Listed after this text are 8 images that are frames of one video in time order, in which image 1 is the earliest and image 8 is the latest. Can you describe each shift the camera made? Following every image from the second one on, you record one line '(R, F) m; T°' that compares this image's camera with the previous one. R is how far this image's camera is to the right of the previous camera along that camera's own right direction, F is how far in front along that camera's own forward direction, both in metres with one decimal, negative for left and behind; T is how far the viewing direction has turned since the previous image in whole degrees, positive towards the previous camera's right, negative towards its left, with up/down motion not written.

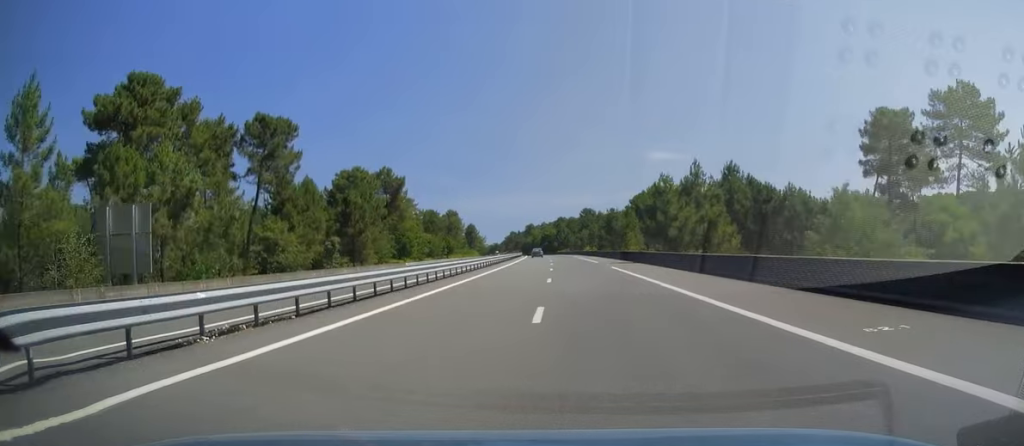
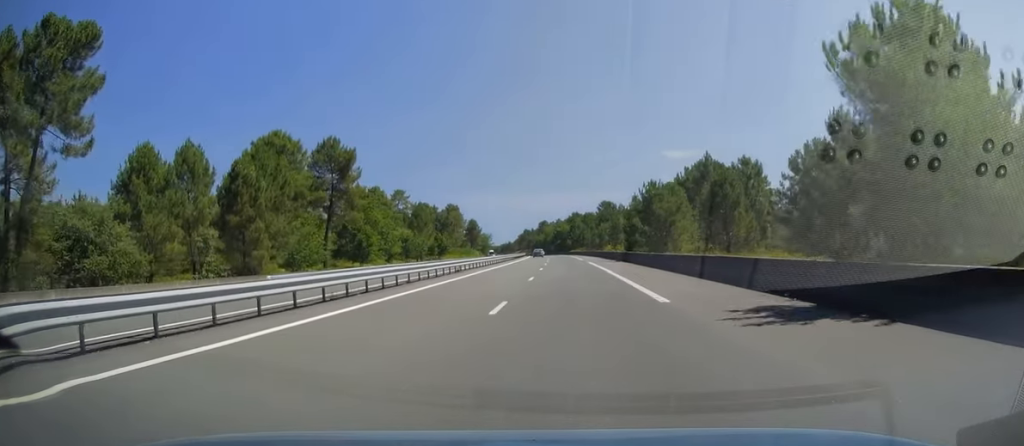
(-0.3, +38.1) m; -1°
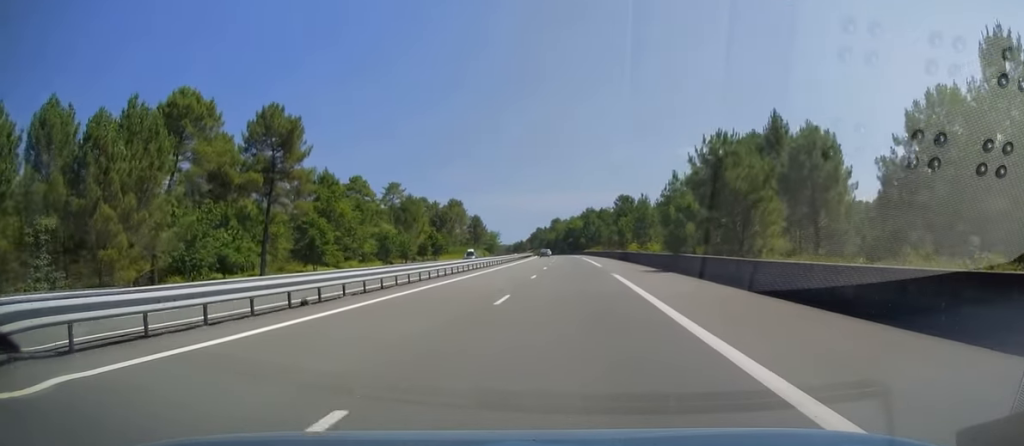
(-0.1, +24.1) m; -1°
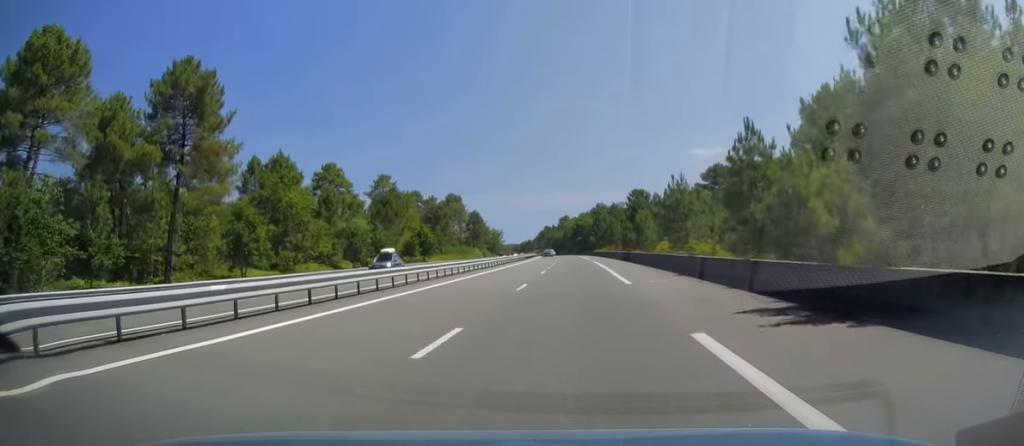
(-0.3, +20.9) m; -1°
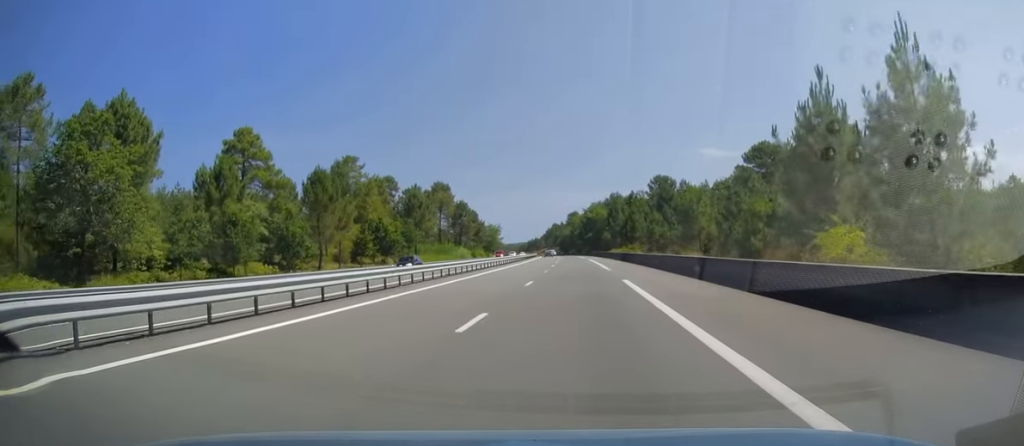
(-0.5, +37.3) m; -1°
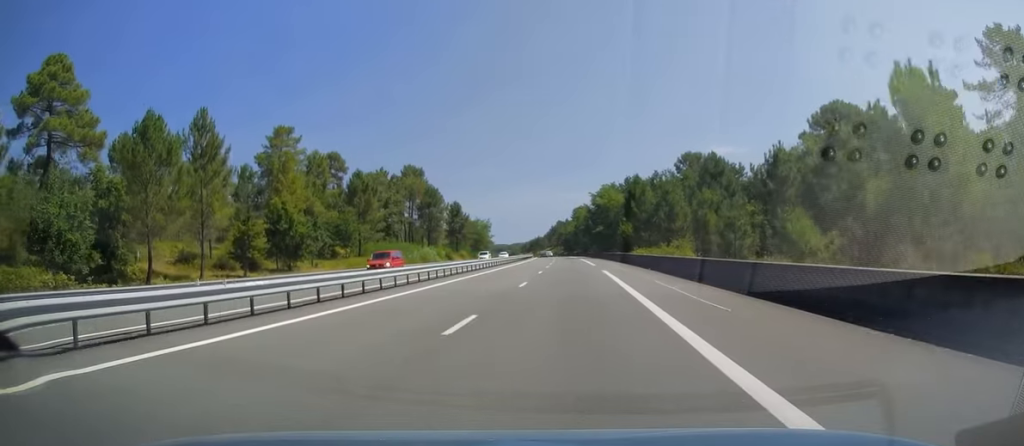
(-0.2, +39.9) m; 0°
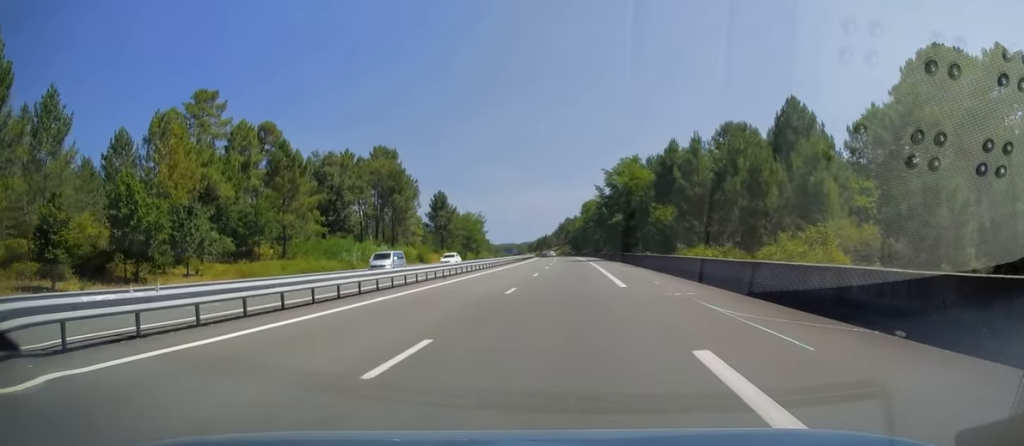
(0.0, +30.2) m; 0°
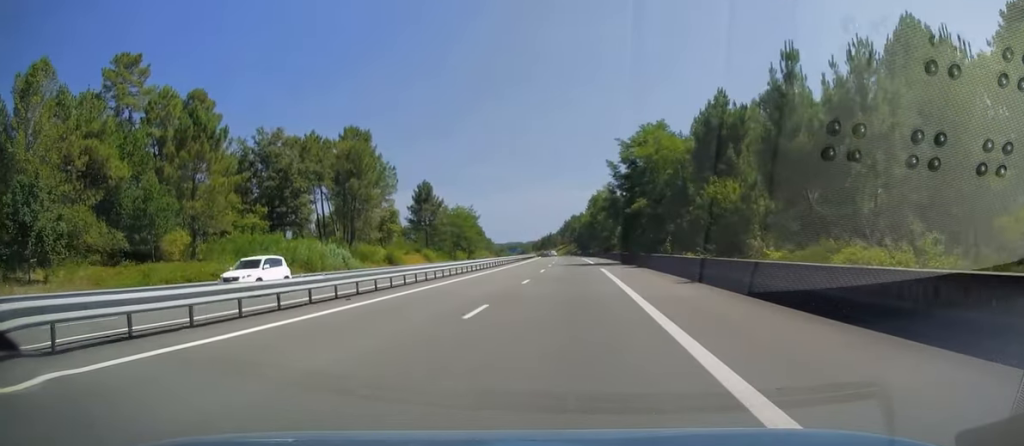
(-0.1, +20.3) m; -1°
